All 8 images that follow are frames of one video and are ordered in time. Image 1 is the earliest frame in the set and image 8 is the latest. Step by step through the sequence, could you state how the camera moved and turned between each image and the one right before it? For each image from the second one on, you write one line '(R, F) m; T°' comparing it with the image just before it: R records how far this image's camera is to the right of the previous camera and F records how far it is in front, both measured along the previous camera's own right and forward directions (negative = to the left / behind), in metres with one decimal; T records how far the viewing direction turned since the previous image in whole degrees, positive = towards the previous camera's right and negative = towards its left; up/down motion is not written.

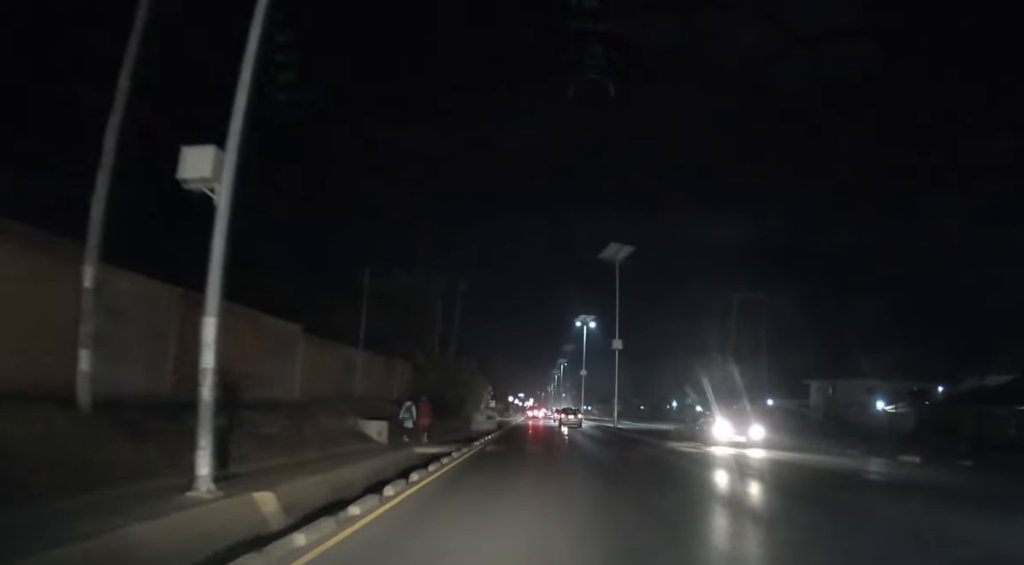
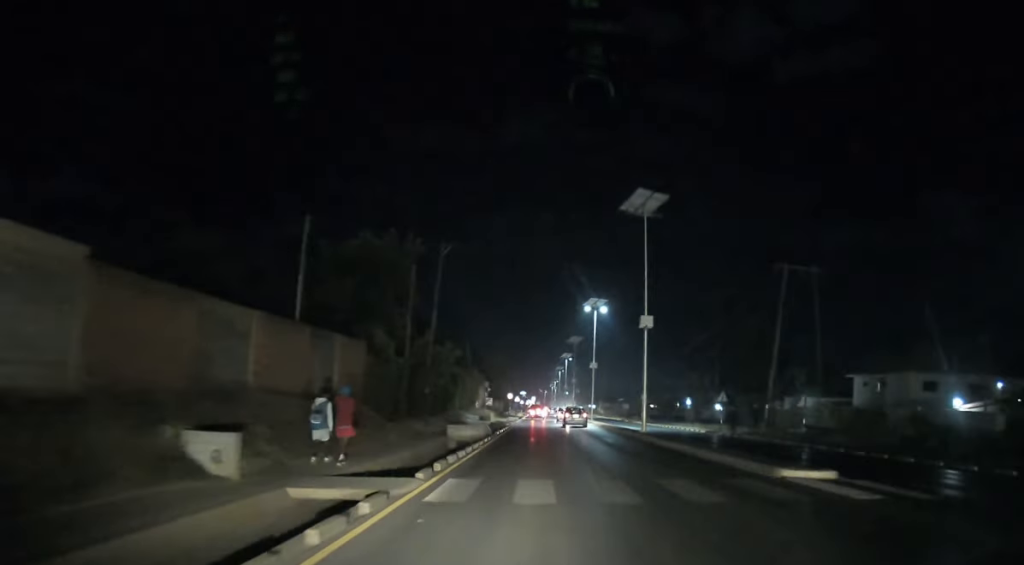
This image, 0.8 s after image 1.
(-0.2, +11.7) m; 0°
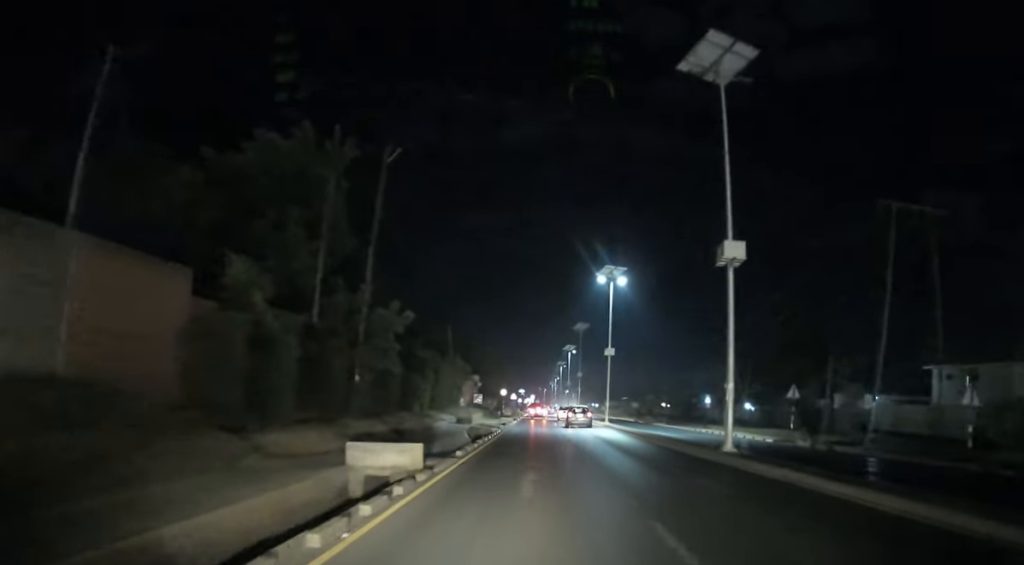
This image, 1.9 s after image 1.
(+0.2, +16.2) m; 0°
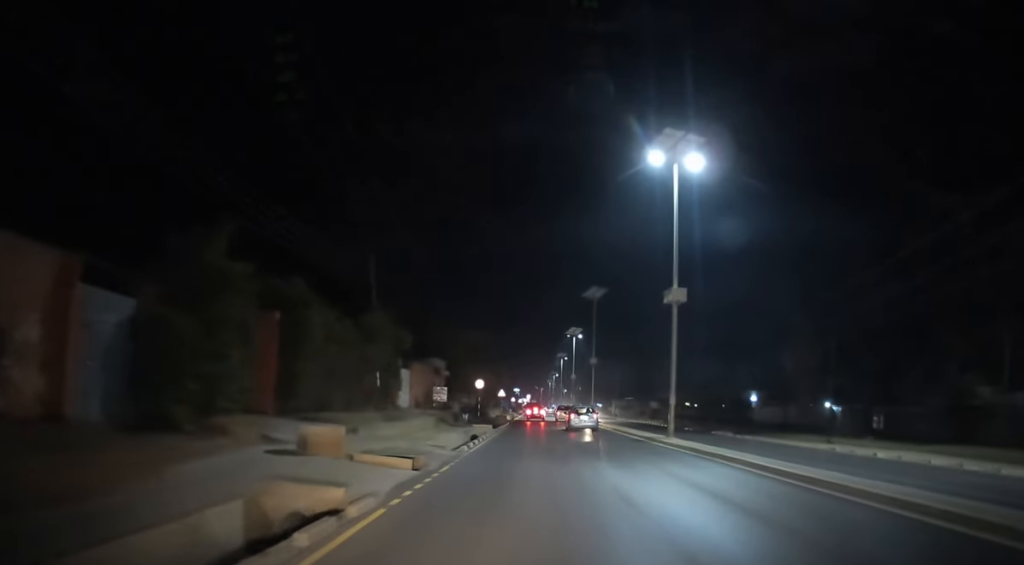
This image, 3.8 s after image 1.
(-0.1, +28.1) m; -1°
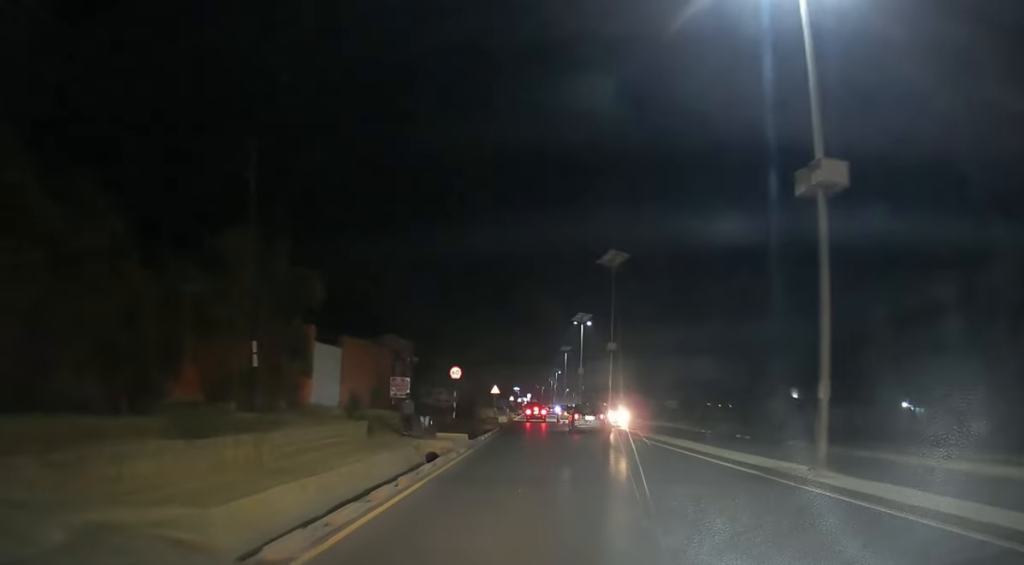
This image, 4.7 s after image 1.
(-0.1, +15.0) m; +1°
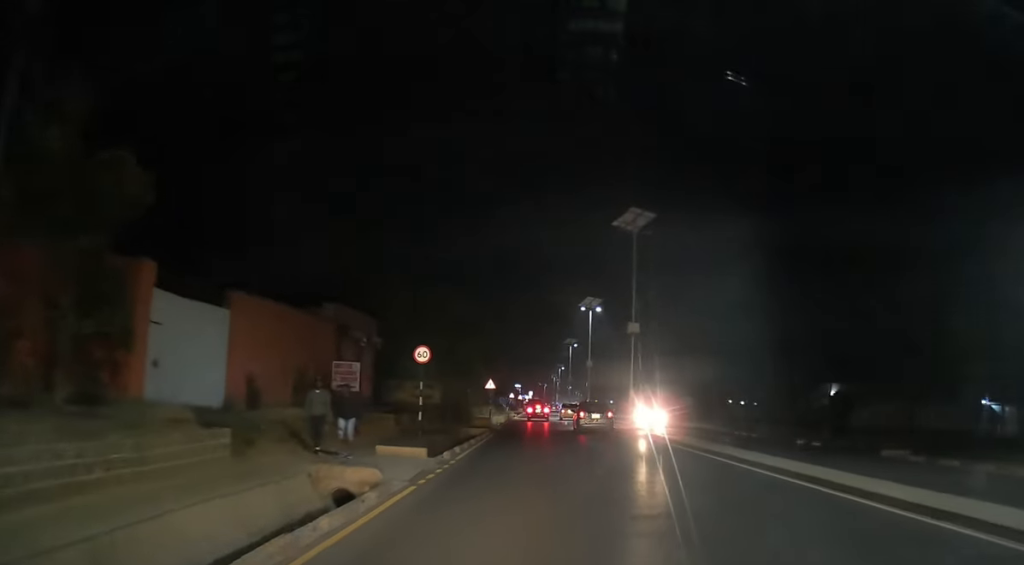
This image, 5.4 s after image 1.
(+0.1, +10.5) m; 0°
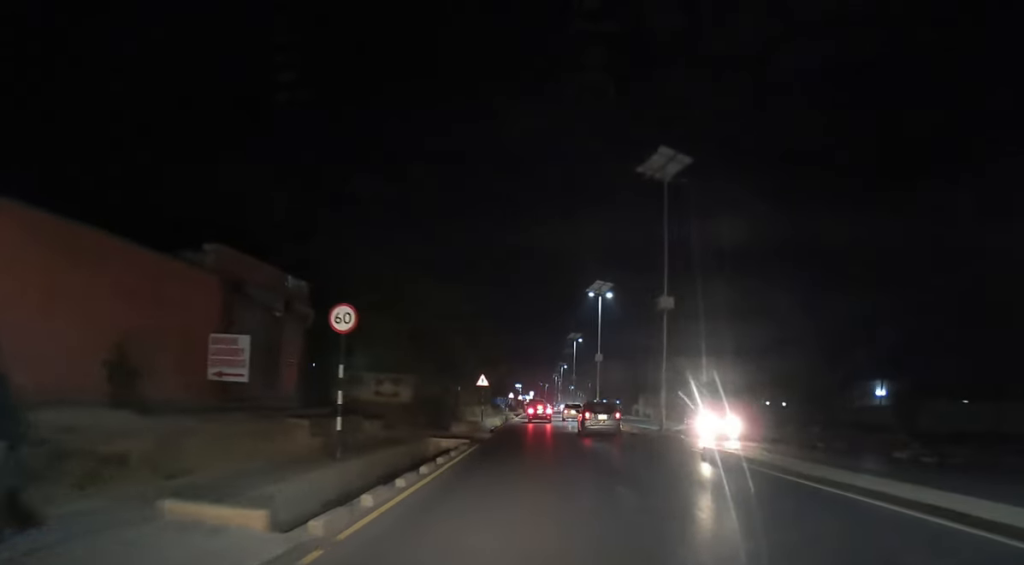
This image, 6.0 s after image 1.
(0.0, +10.0) m; 0°
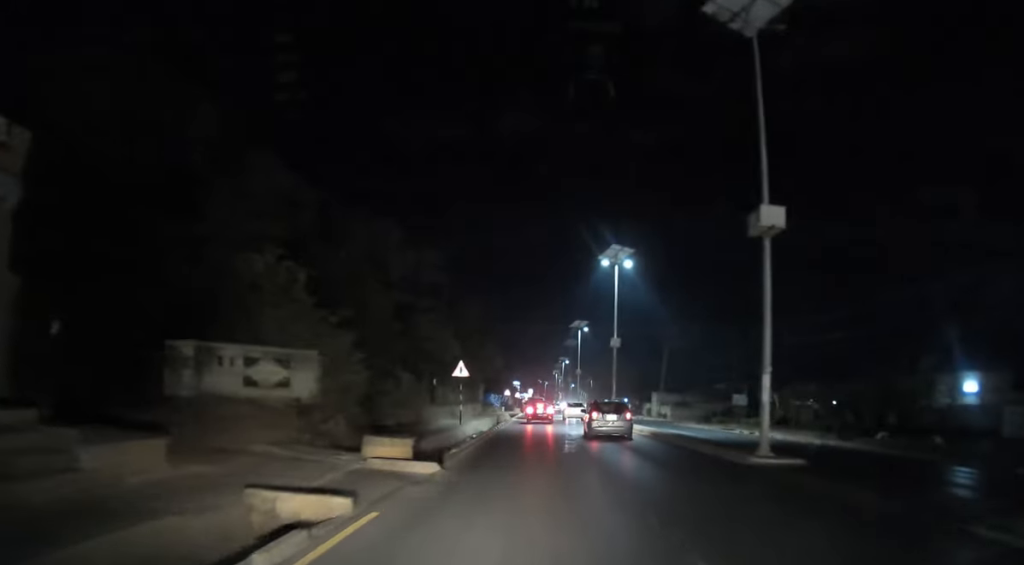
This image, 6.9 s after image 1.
(-0.2, +14.6) m; -1°
